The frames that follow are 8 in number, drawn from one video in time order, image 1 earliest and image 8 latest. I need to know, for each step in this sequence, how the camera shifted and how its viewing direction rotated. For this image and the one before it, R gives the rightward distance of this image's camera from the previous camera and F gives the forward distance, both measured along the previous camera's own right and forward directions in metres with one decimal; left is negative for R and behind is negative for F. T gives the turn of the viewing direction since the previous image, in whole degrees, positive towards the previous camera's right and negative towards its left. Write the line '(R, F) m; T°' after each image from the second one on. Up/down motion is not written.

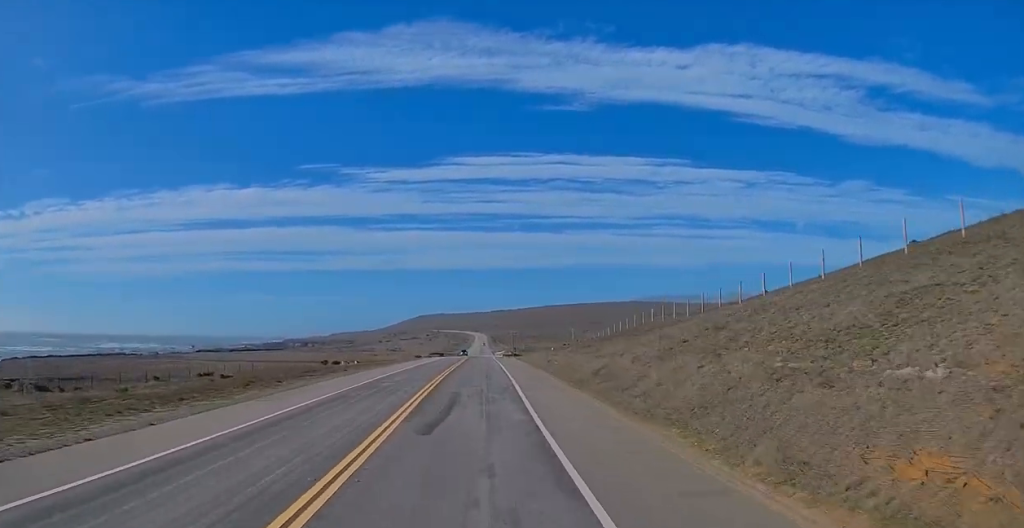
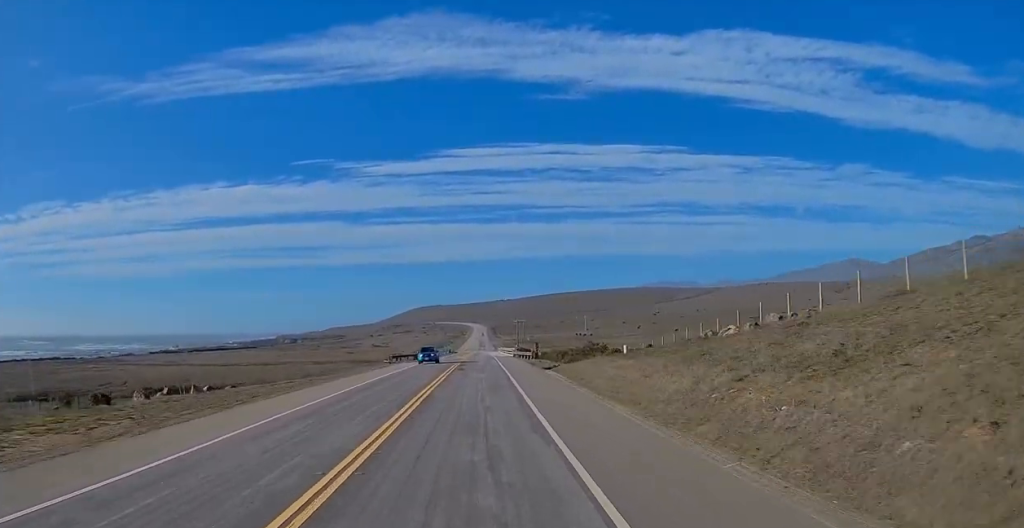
(+0.4, +52.0) m; +1°
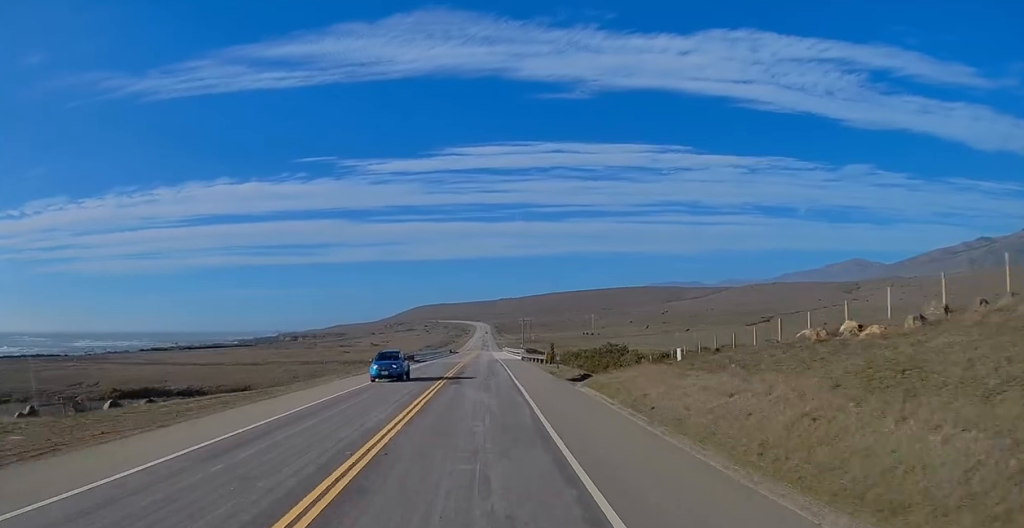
(+0.1, +13.0) m; 0°
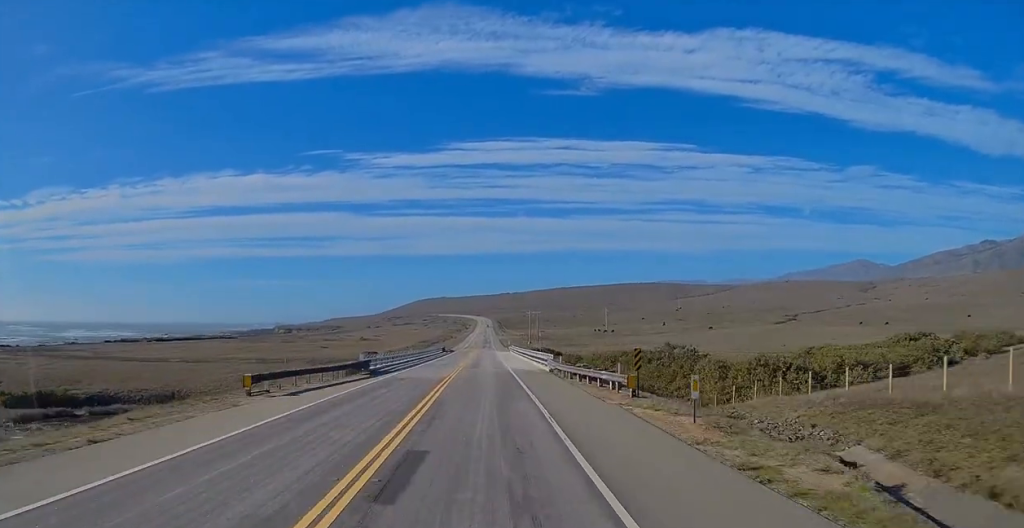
(+0.2, +30.7) m; 0°
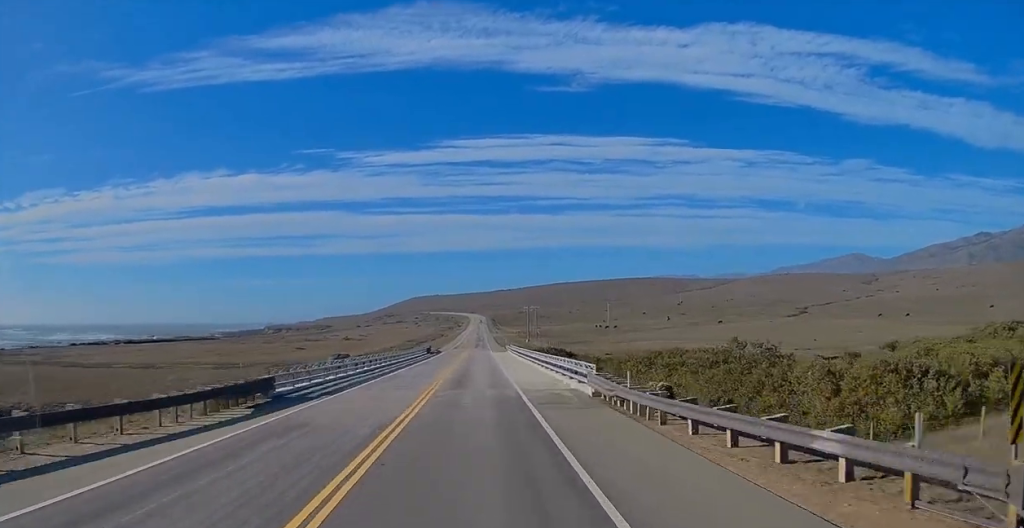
(-0.1, +20.7) m; -1°
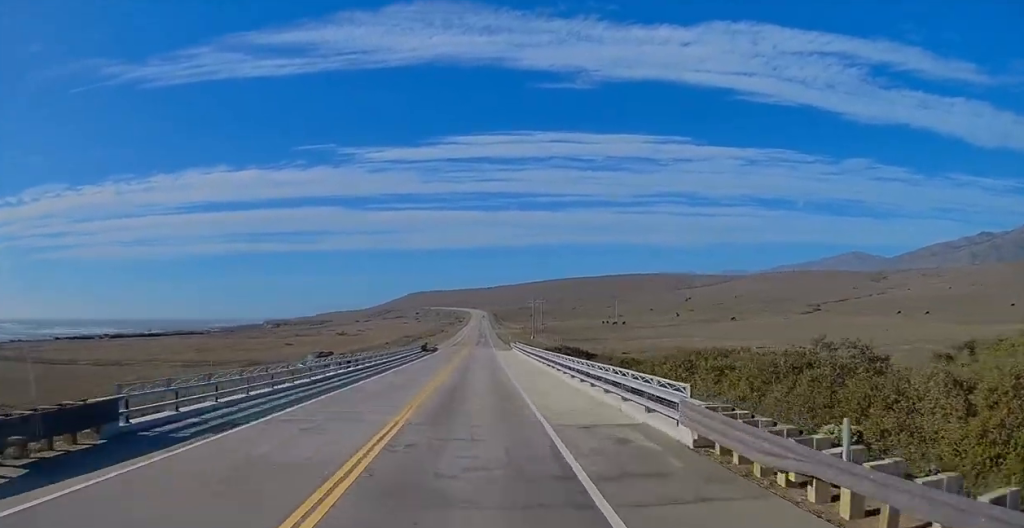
(0.0, +12.4) m; -1°
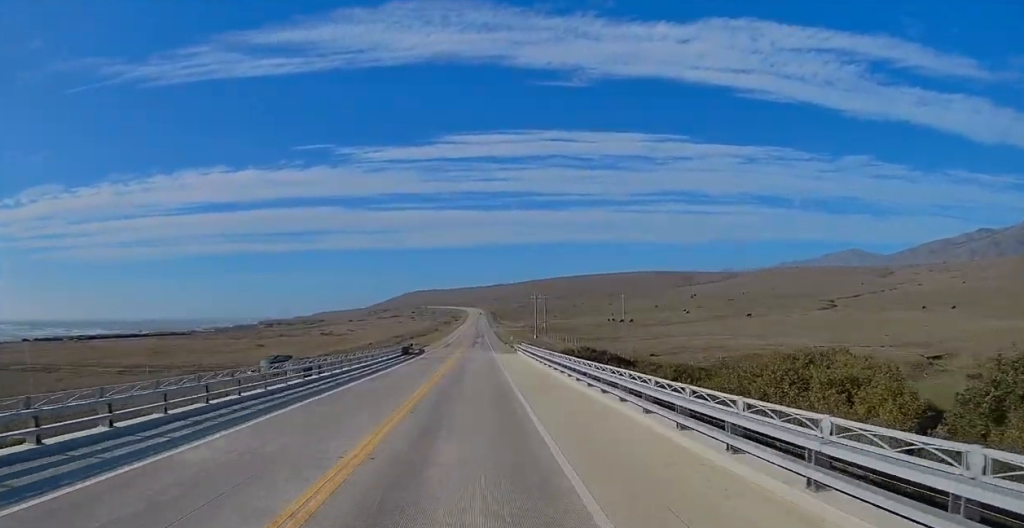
(-0.2, +18.9) m; 0°
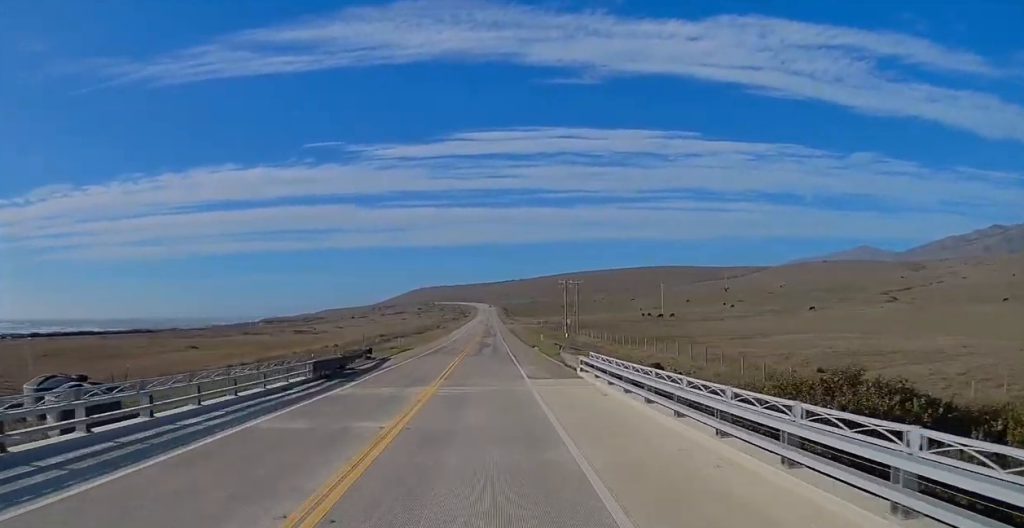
(0.0, +40.8) m; +1°
